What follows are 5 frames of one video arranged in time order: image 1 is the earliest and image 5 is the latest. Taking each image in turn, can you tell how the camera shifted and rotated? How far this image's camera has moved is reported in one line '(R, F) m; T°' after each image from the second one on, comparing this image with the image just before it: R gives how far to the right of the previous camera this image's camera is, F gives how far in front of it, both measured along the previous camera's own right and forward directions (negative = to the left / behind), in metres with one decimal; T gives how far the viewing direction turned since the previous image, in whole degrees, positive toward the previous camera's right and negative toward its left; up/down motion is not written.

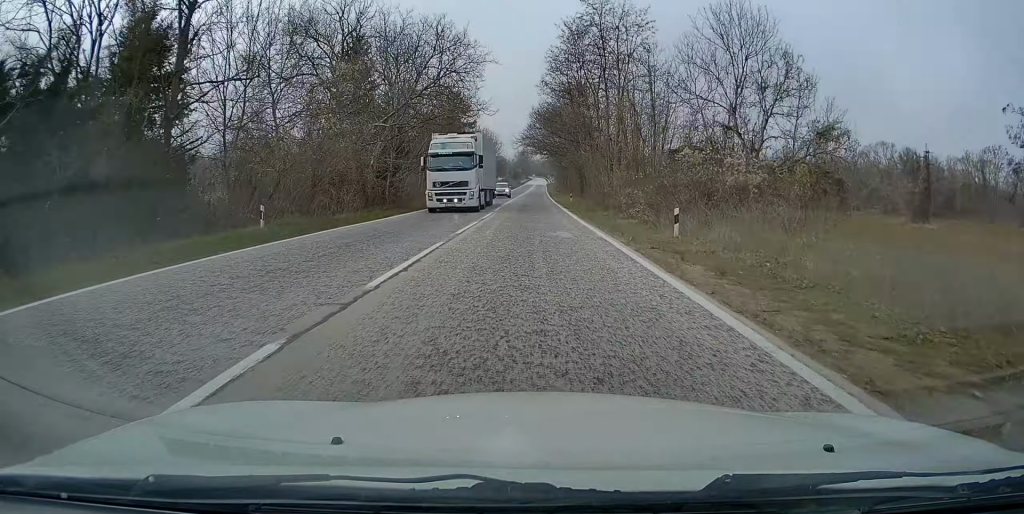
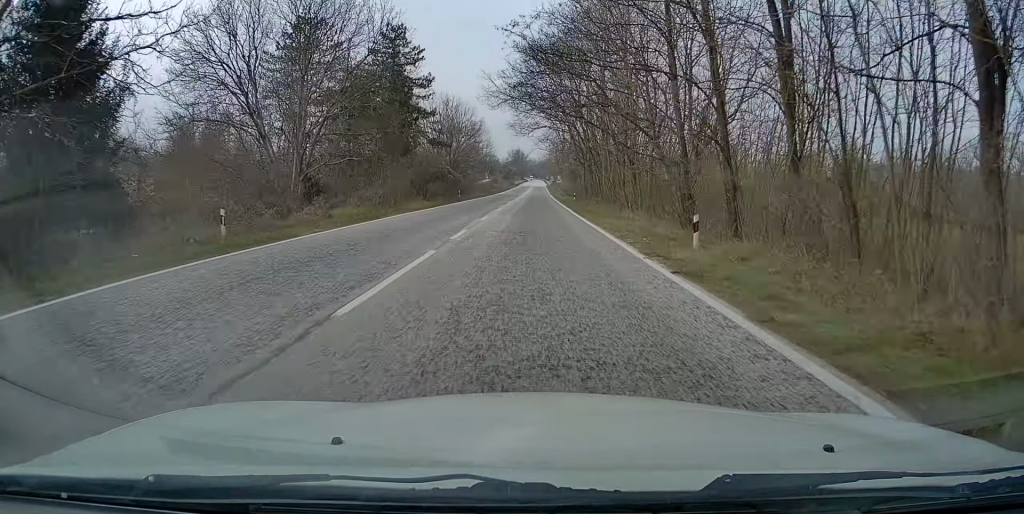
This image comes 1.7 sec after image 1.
(+0.6, +46.5) m; +1°
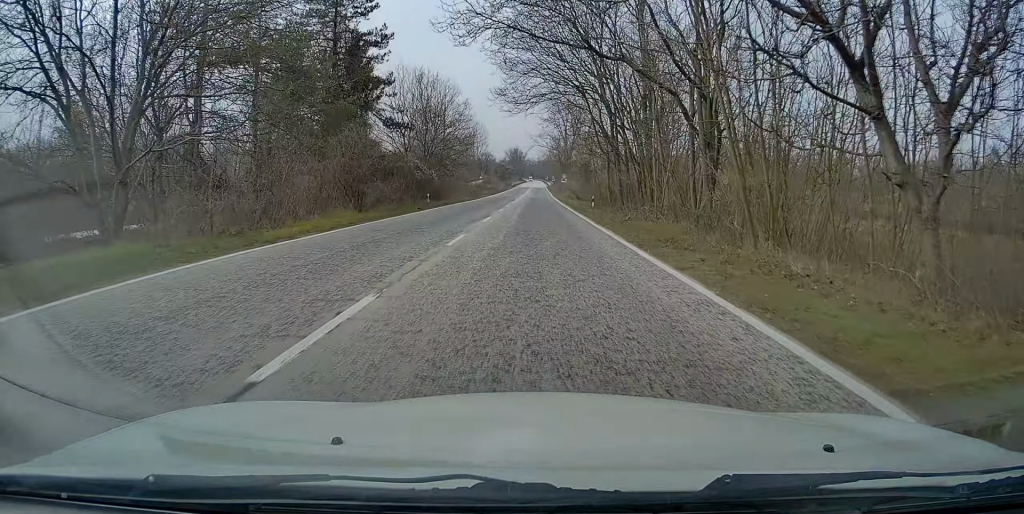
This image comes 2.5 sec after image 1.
(0.0, +20.2) m; 0°
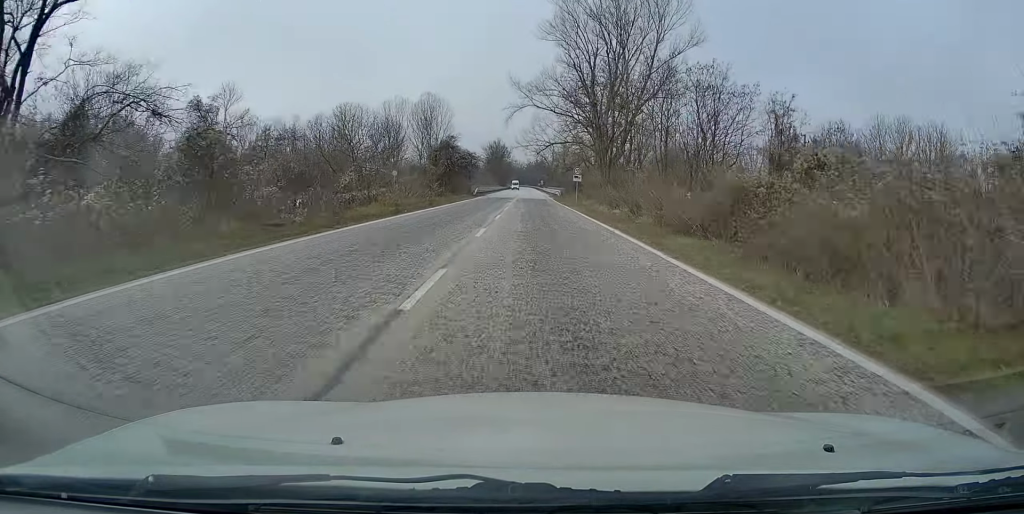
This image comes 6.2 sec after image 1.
(+1.3, +96.7) m; +2°
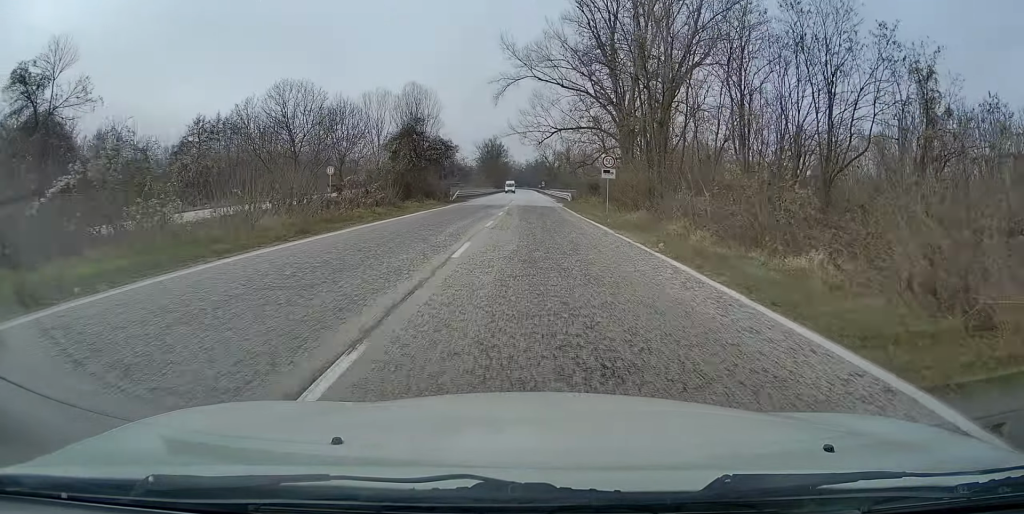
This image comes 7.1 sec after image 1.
(+0.4, +22.3) m; 0°
